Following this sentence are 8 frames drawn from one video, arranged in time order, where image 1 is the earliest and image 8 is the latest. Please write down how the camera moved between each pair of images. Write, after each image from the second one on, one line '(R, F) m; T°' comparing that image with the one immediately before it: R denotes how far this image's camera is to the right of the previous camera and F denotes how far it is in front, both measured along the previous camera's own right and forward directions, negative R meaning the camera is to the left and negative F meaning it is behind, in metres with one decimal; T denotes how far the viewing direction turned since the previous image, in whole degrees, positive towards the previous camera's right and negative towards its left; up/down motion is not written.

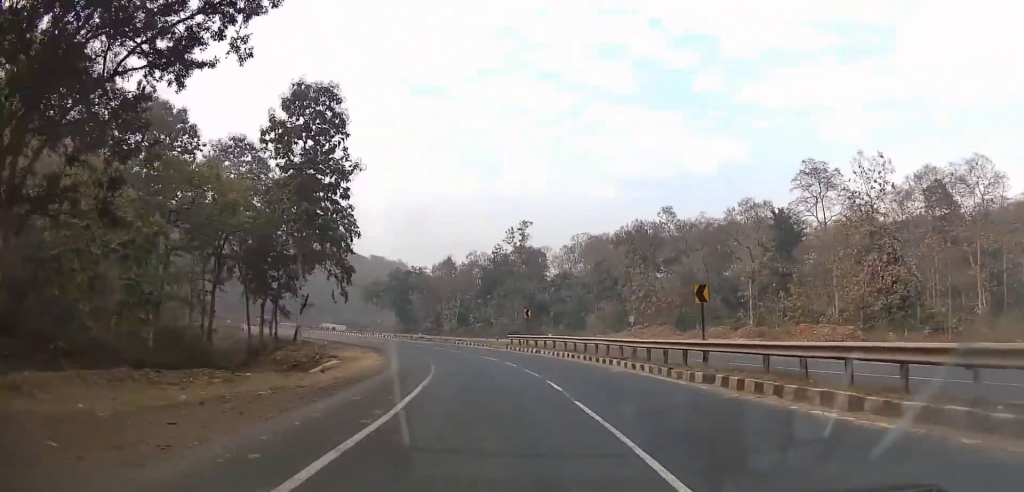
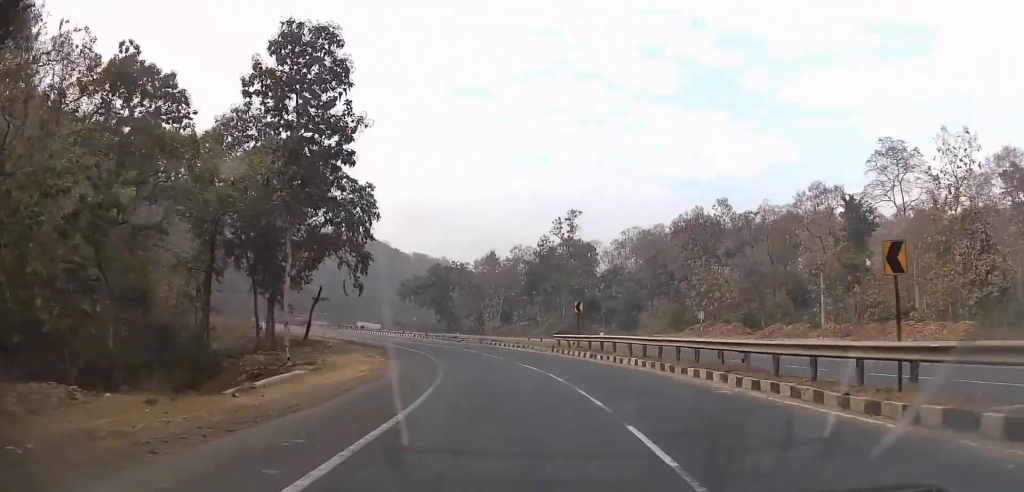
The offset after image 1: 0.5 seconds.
(0.0, +10.8) m; -4°
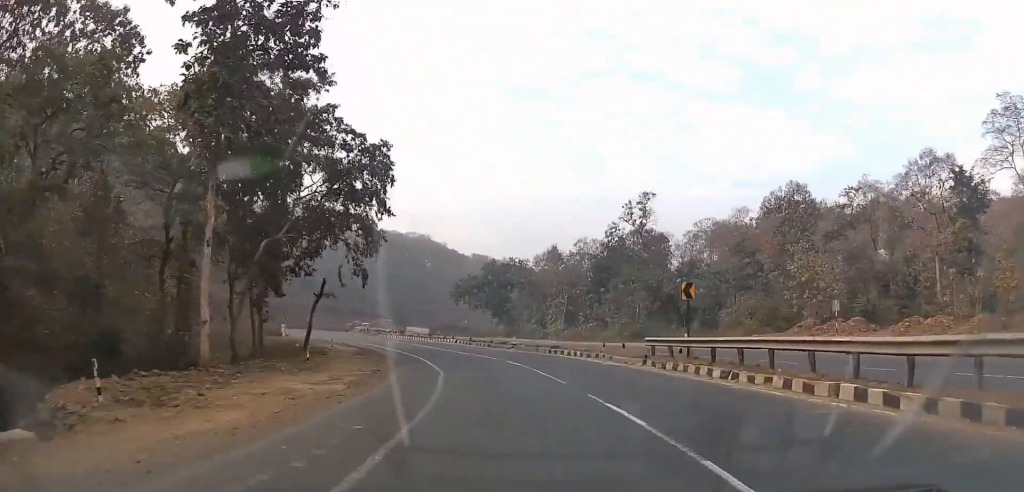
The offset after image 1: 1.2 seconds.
(-1.2, +18.2) m; -6°
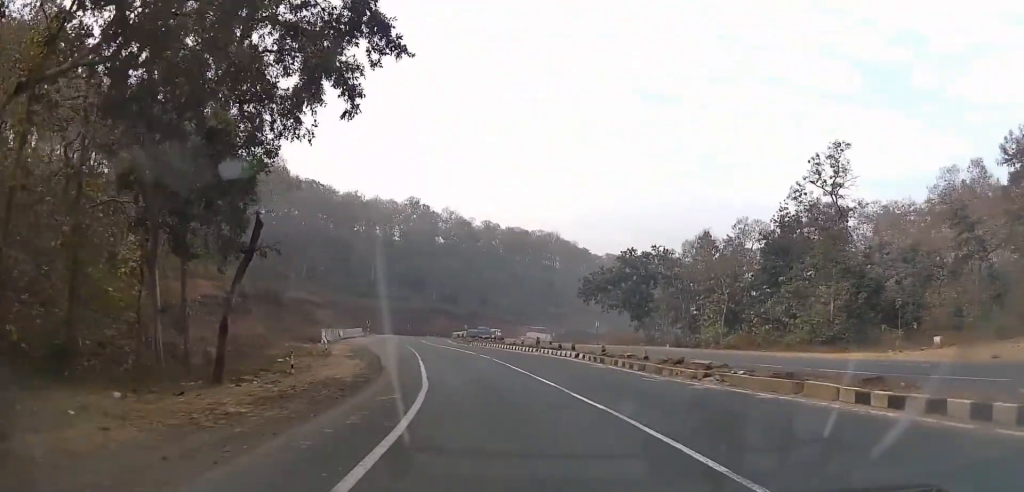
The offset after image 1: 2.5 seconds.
(-2.9, +31.1) m; -13°
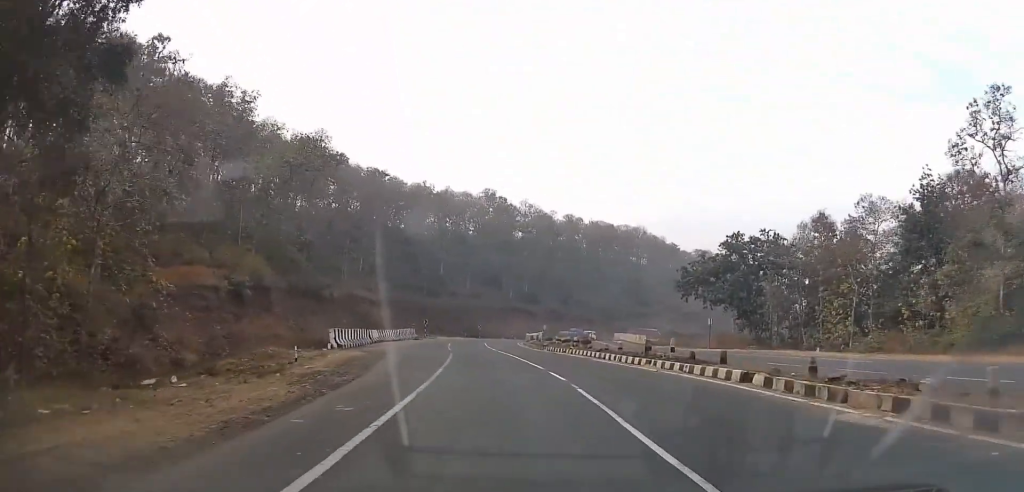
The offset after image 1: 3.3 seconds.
(-1.8, +18.6) m; -7°
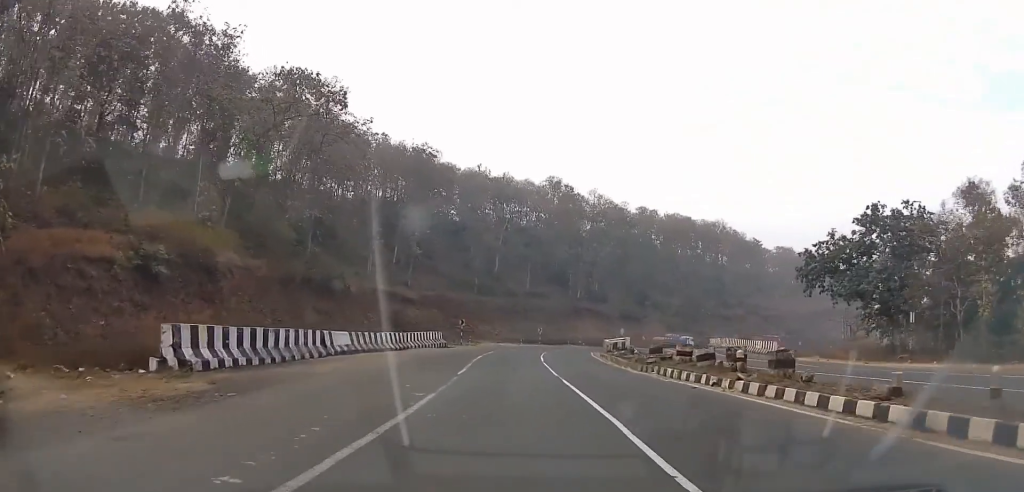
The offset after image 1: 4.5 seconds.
(-1.9, +26.4) m; -7°
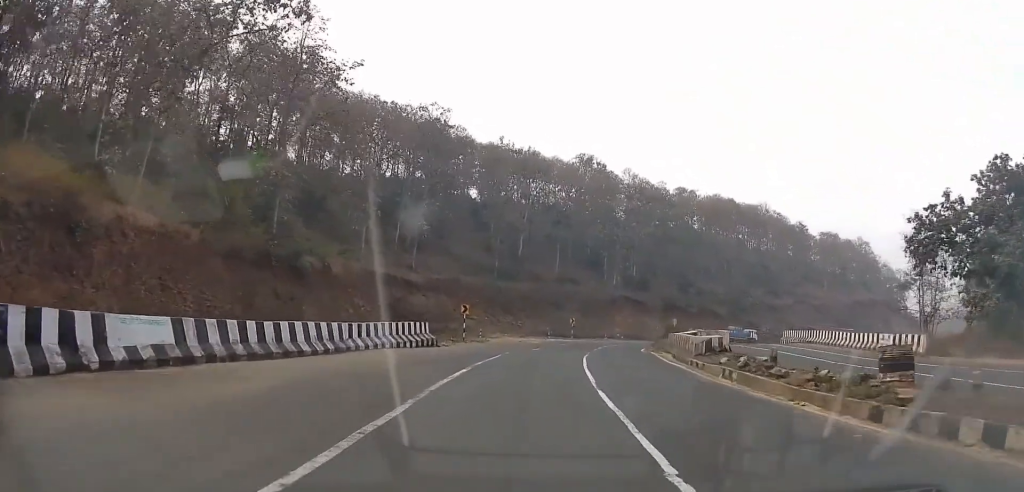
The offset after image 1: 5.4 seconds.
(-0.5, +19.5) m; -2°
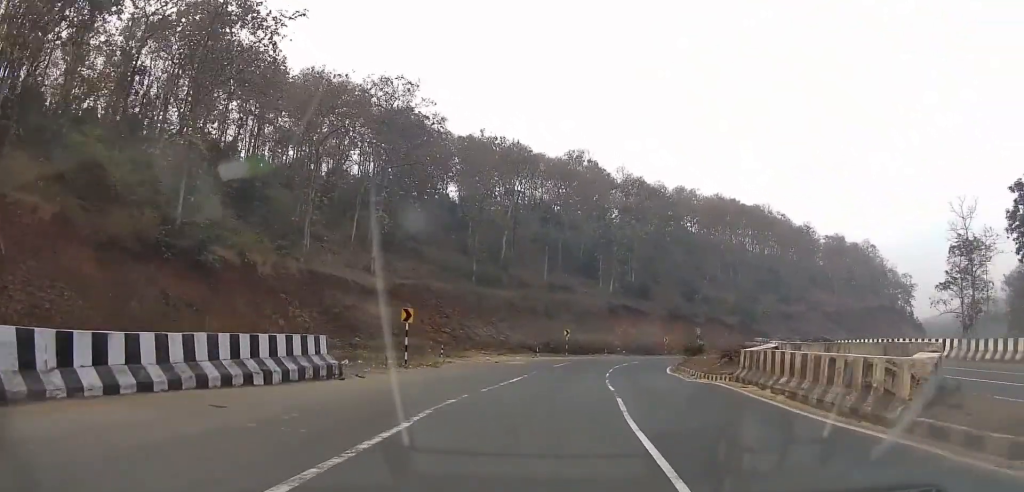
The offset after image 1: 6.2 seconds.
(-0.1, +16.5) m; +1°
